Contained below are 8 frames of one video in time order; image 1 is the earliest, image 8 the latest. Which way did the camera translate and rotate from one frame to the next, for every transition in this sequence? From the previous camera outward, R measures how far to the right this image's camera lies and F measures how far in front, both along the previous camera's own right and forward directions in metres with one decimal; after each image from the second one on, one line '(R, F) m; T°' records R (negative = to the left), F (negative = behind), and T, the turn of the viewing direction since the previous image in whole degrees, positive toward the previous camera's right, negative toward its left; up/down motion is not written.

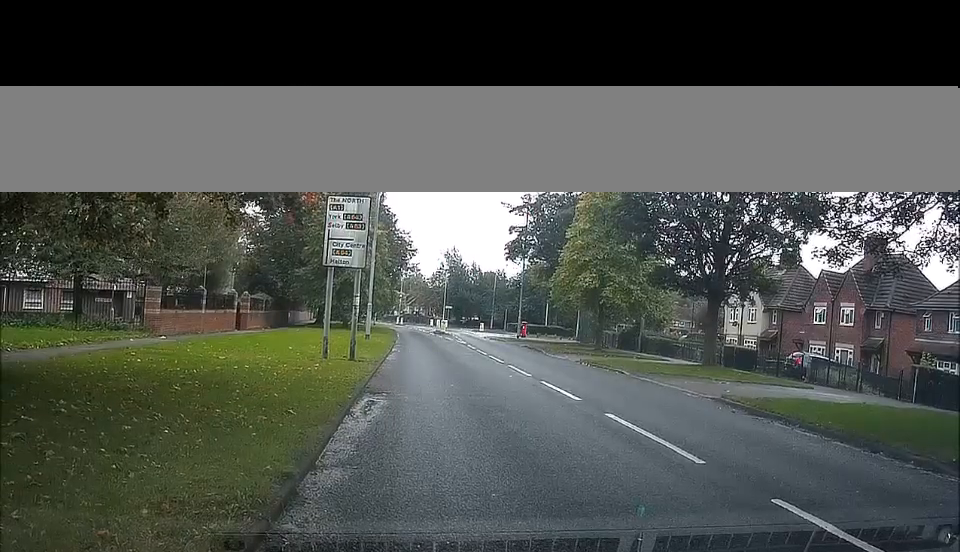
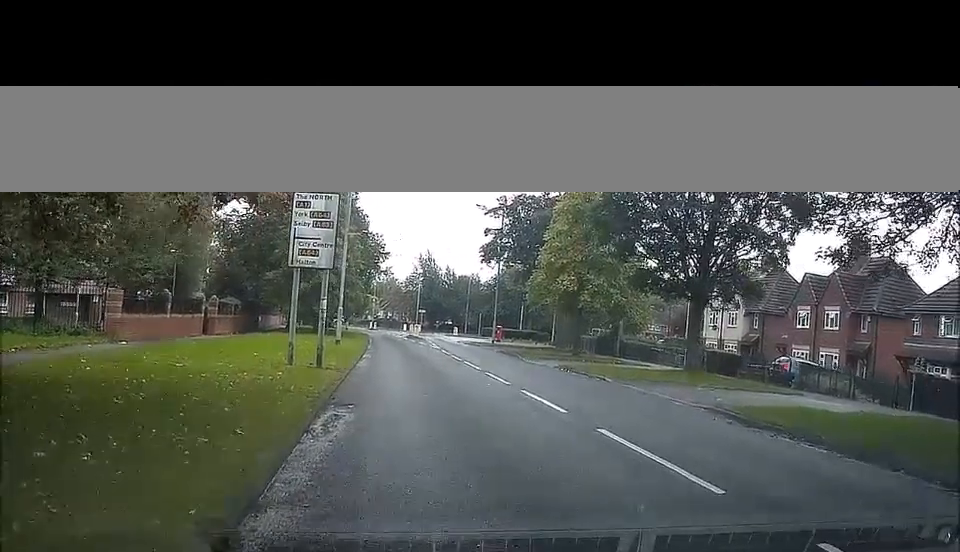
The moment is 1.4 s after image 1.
(0.0, +0.4) m; 0°
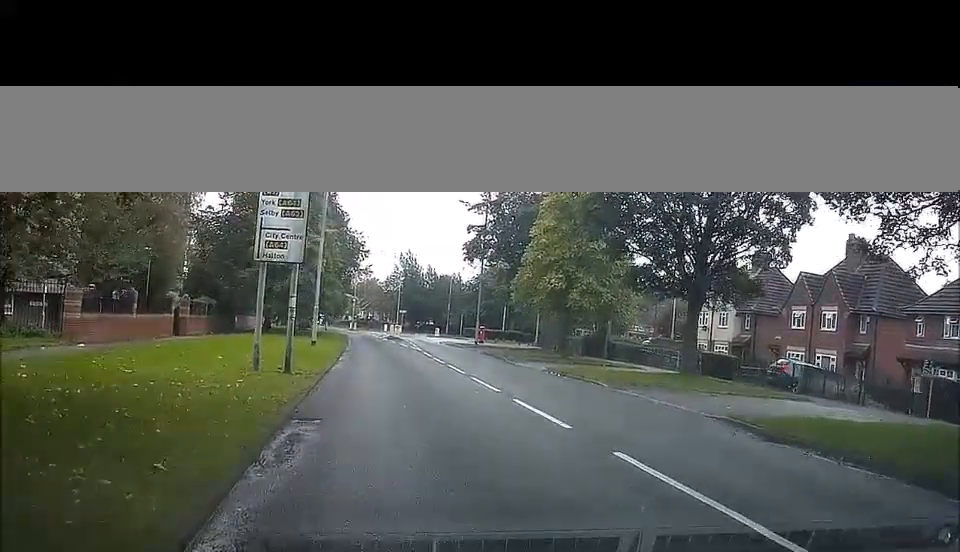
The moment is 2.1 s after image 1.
(0.0, +0.7) m; 0°
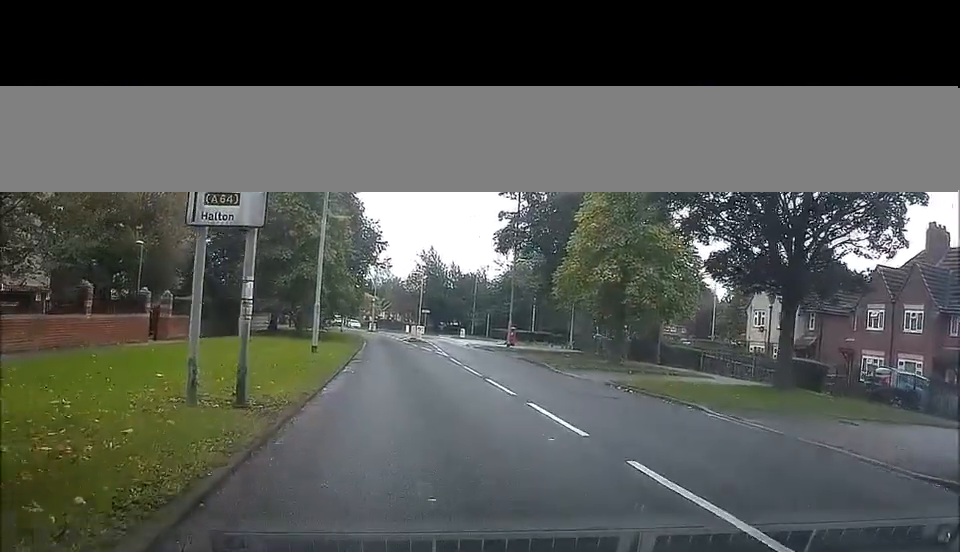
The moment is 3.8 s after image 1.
(0.0, +3.4) m; 0°
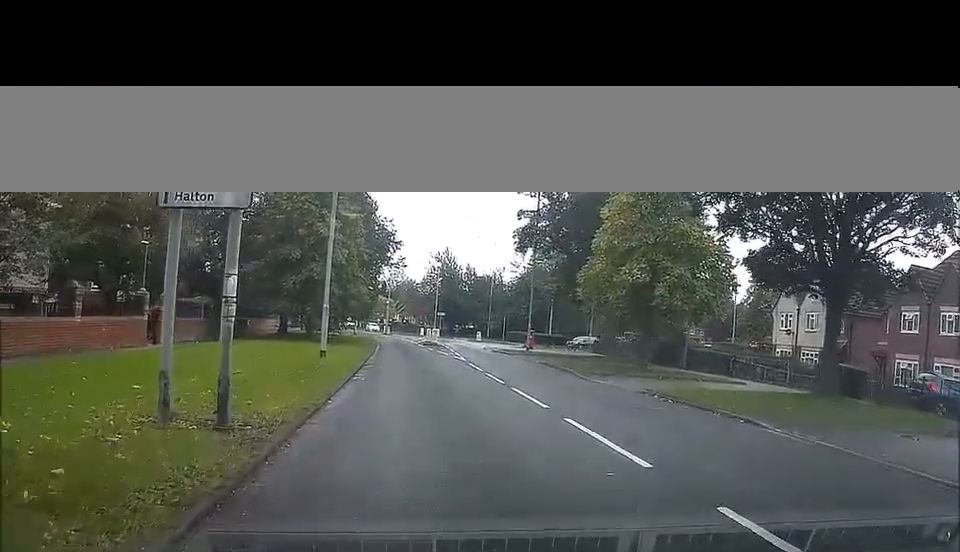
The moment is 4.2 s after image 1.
(0.0, +1.3) m; +1°
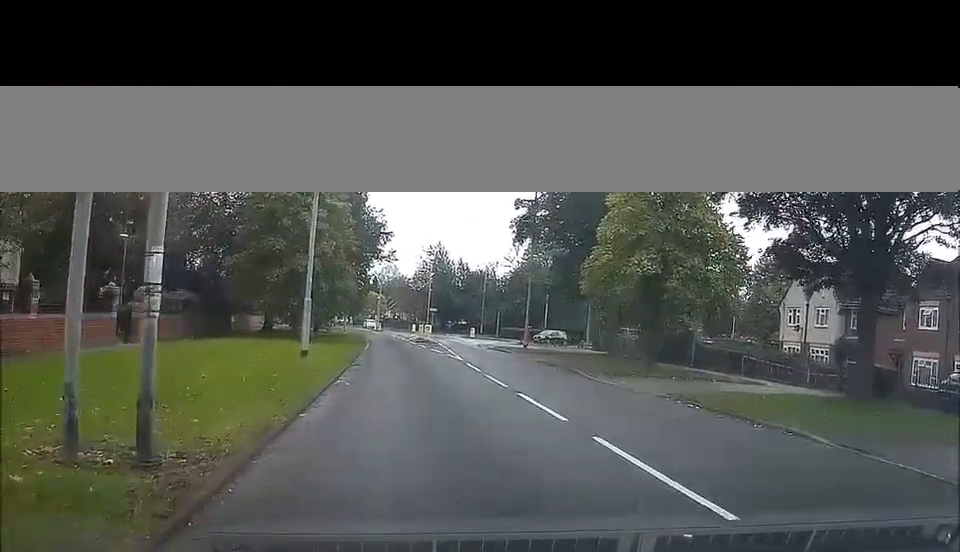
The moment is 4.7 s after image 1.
(0.0, +1.5) m; 0°
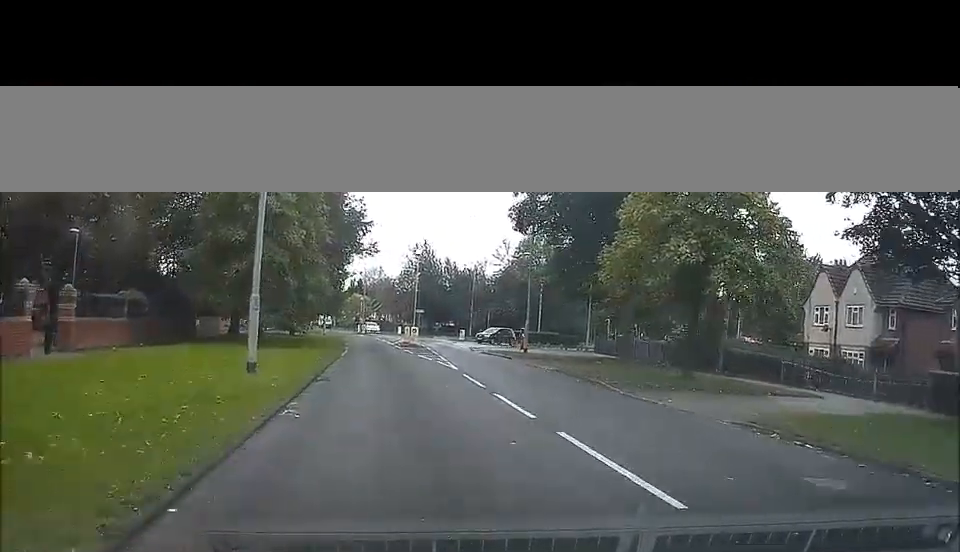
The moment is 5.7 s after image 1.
(0.0, +4.0) m; -3°
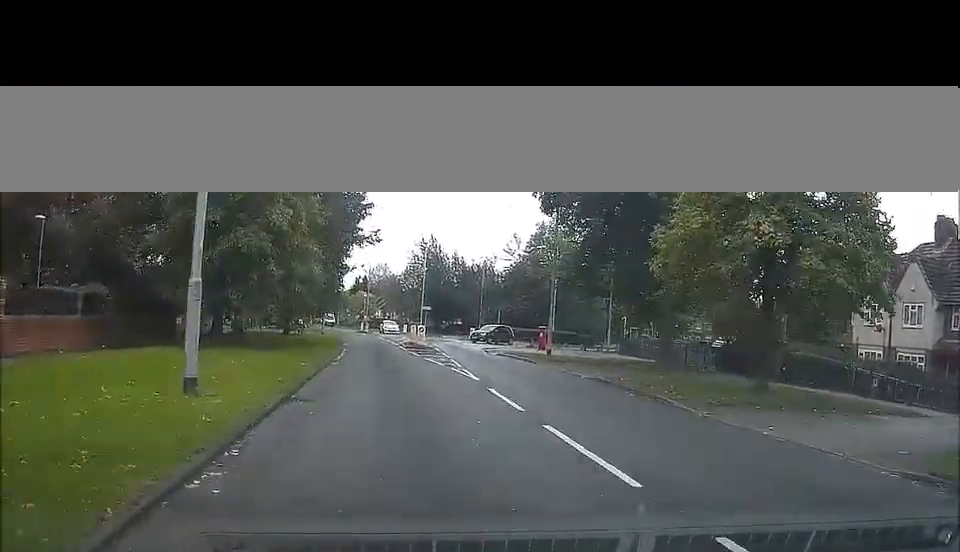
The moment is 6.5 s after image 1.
(-0.2, +3.9) m; -3°
